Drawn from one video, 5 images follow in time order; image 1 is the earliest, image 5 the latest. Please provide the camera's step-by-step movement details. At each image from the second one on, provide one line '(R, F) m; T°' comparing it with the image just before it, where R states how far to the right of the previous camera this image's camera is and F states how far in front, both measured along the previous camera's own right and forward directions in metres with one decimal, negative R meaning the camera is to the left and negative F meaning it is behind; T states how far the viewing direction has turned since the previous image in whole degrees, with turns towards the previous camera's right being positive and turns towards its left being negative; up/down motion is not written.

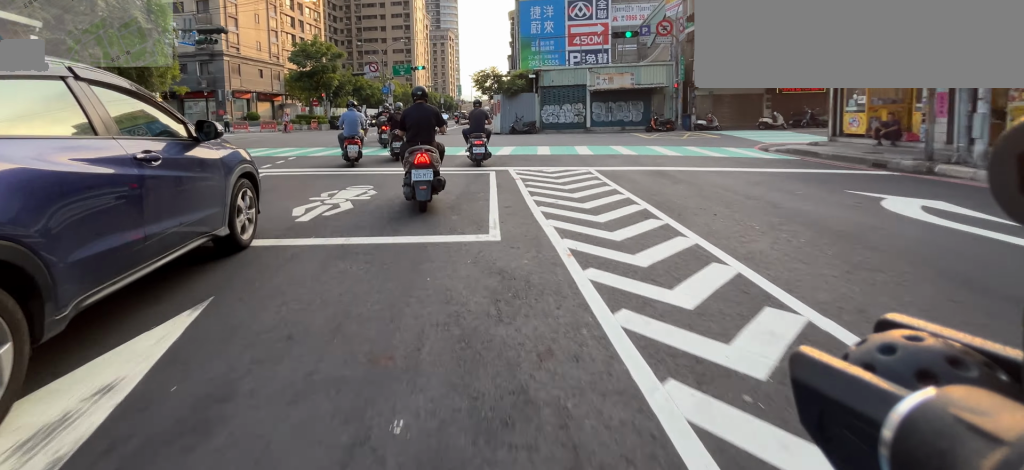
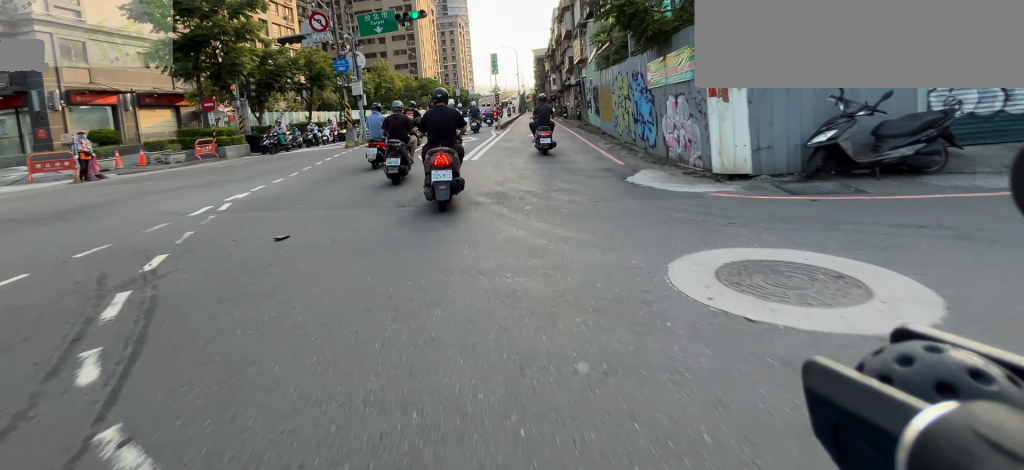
(+0.2, +20.9) m; +3°
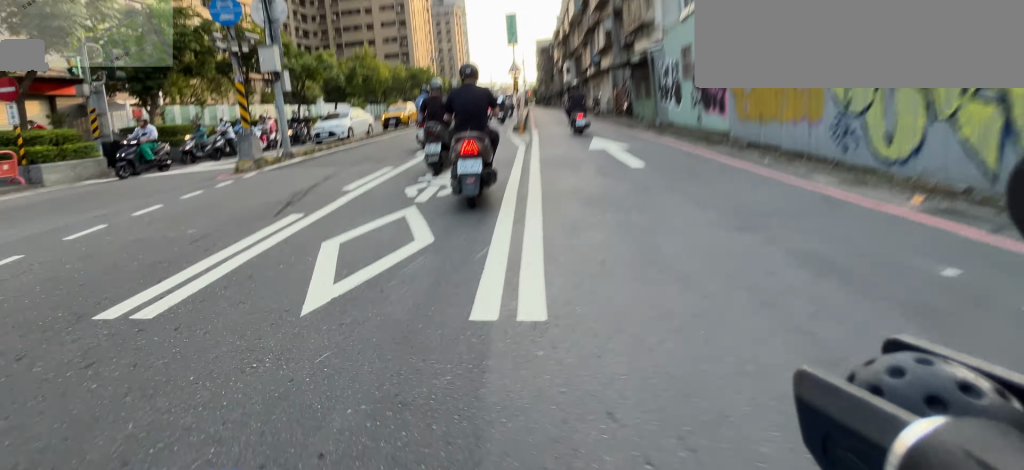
(+0.2, +7.9) m; +3°
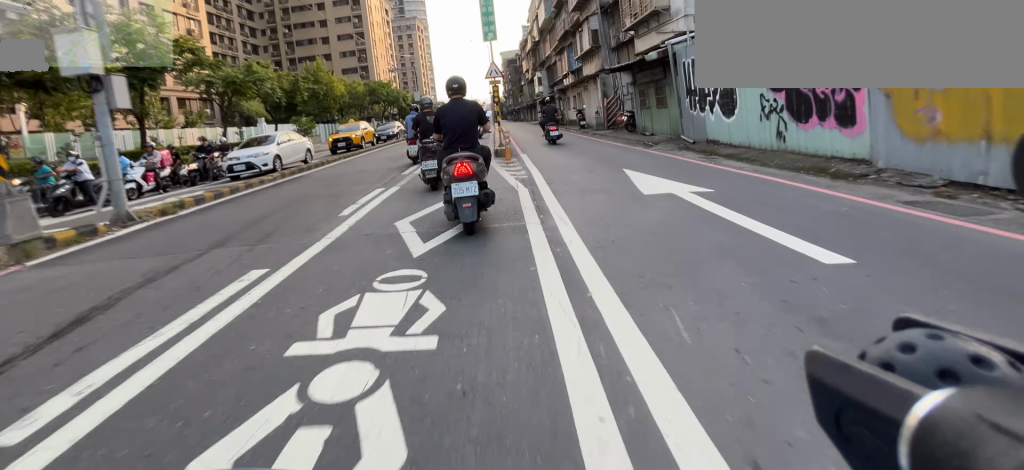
(+0.1, +4.2) m; +2°
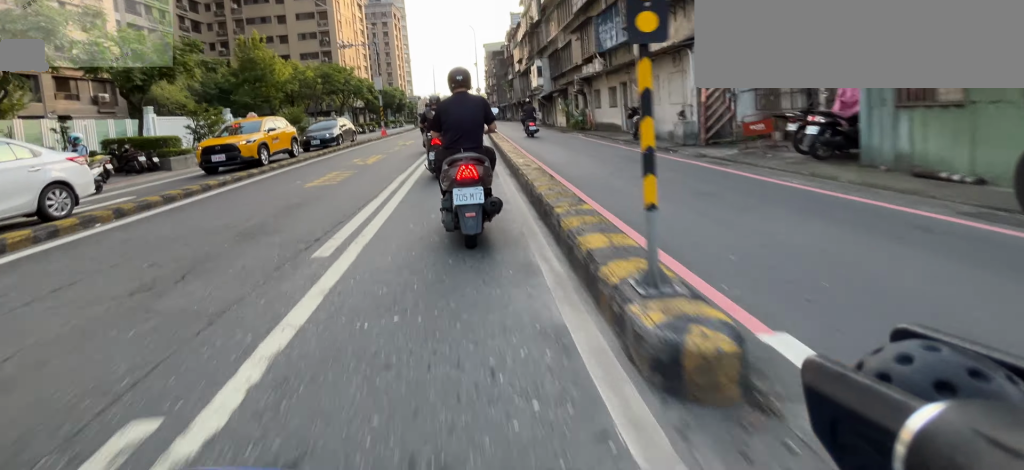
(+0.4, +10.7) m; +5°
